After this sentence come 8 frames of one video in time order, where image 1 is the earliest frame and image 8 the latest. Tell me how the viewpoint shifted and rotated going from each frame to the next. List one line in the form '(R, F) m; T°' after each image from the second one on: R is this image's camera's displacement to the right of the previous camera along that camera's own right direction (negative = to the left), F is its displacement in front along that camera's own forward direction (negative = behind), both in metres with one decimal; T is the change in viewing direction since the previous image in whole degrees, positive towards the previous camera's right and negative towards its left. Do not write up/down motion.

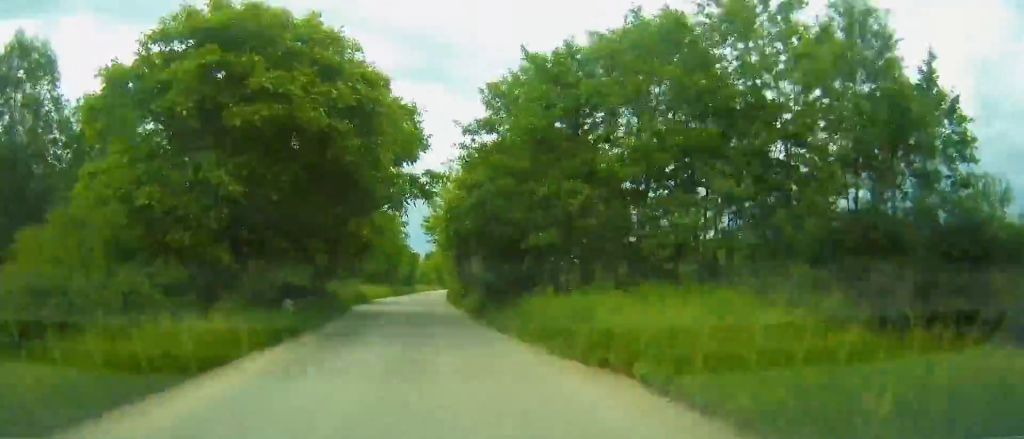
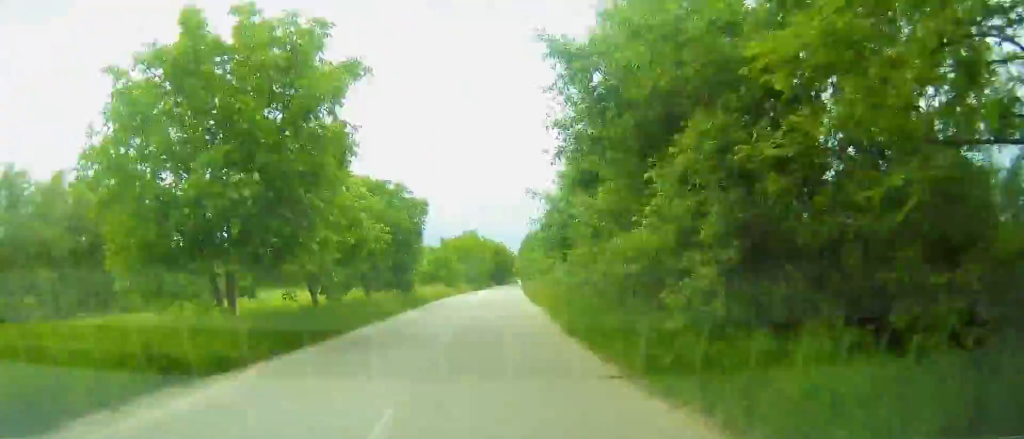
(-0.4, +51.5) m; +1°
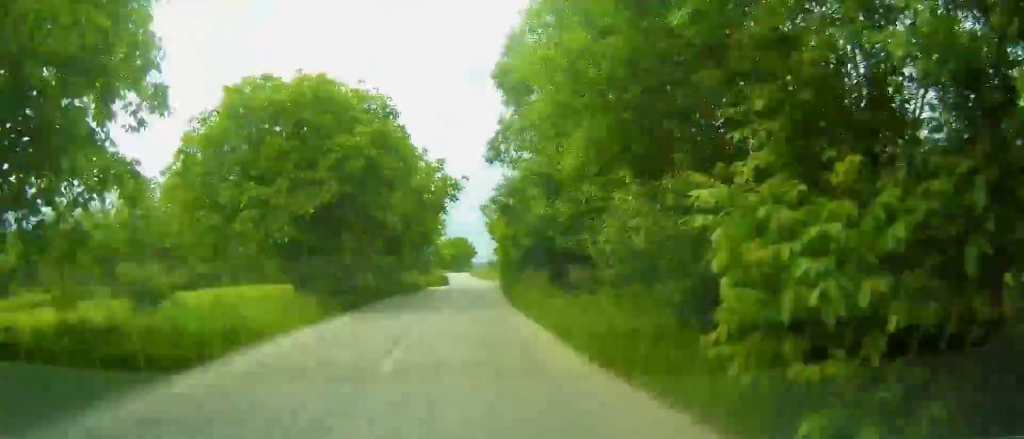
(+4.6, +100.5) m; +4°
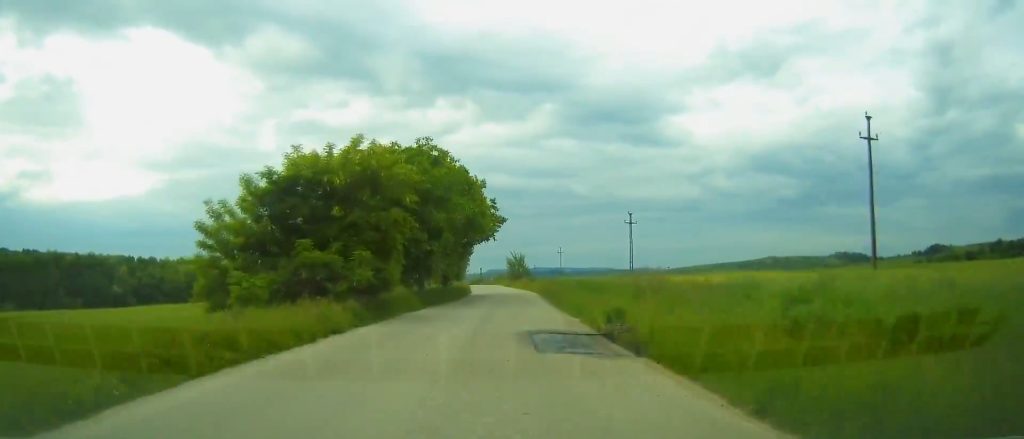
(+4.8, +142.9) m; +3°
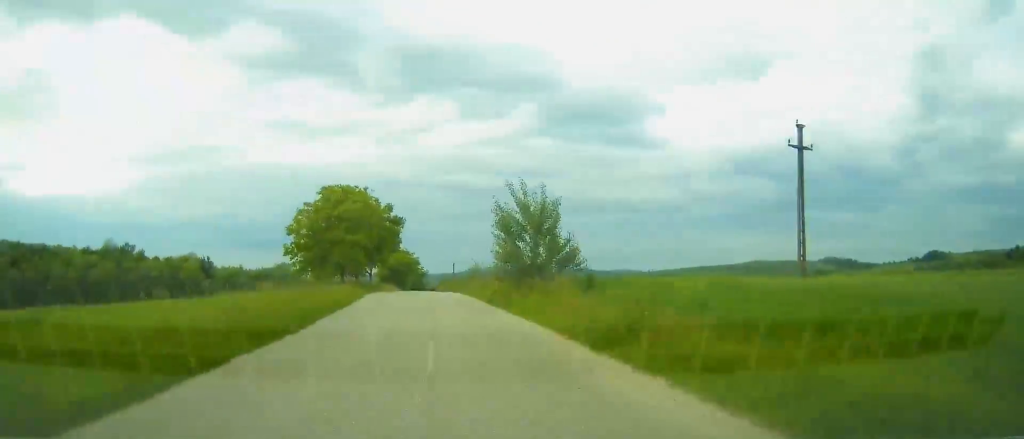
(-0.5, +65.2) m; -1°
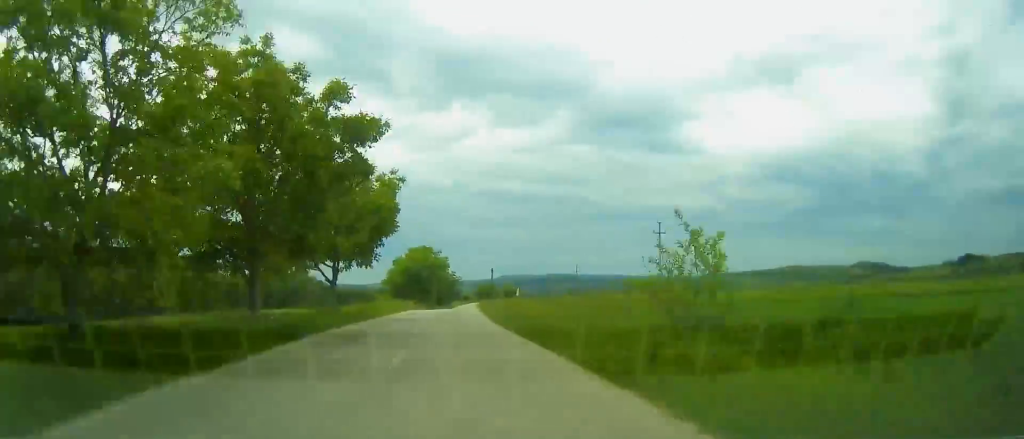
(-0.3, +36.7) m; 0°
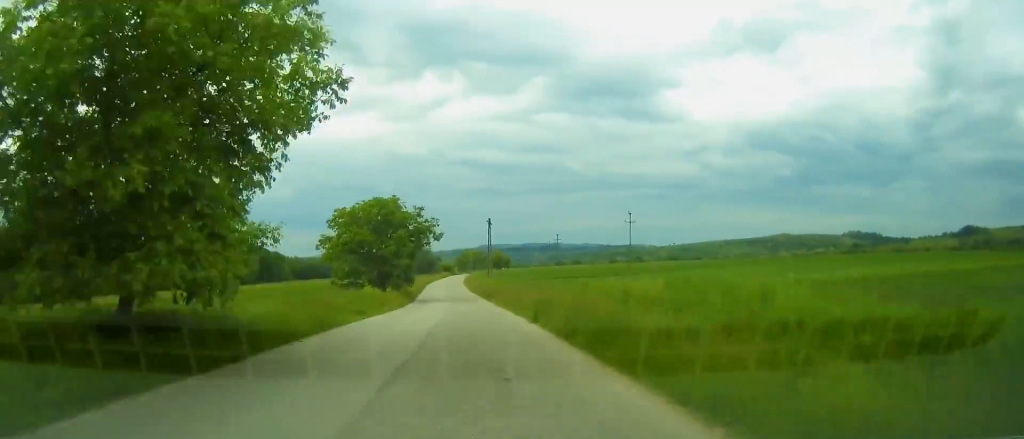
(-0.1, +67.6) m; 0°
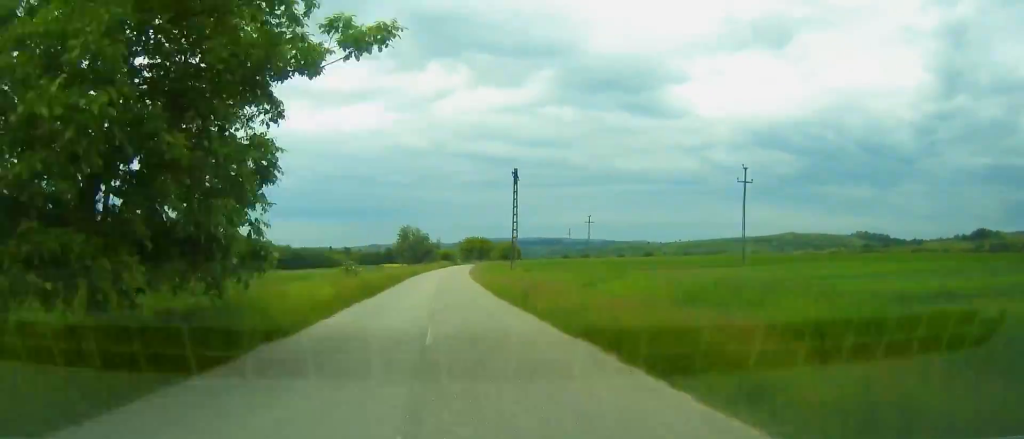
(+0.2, +38.0) m; +1°
